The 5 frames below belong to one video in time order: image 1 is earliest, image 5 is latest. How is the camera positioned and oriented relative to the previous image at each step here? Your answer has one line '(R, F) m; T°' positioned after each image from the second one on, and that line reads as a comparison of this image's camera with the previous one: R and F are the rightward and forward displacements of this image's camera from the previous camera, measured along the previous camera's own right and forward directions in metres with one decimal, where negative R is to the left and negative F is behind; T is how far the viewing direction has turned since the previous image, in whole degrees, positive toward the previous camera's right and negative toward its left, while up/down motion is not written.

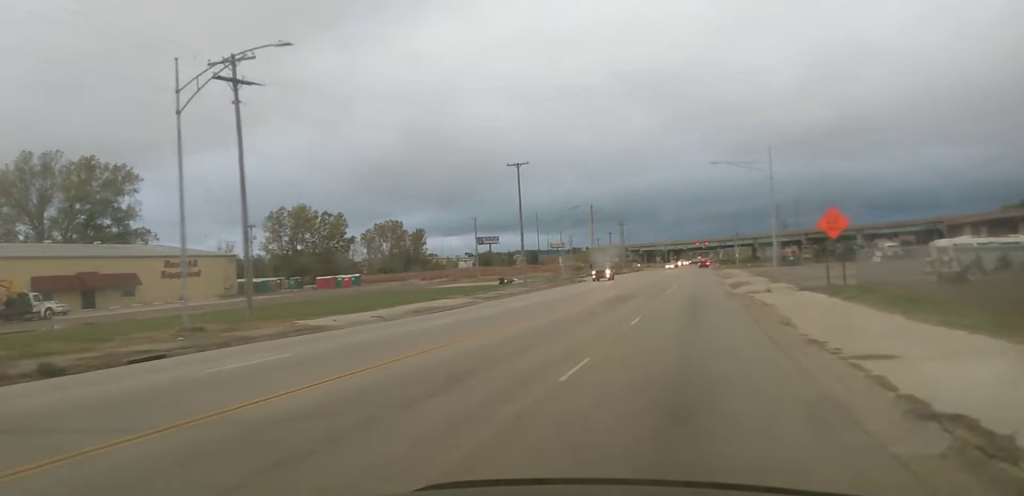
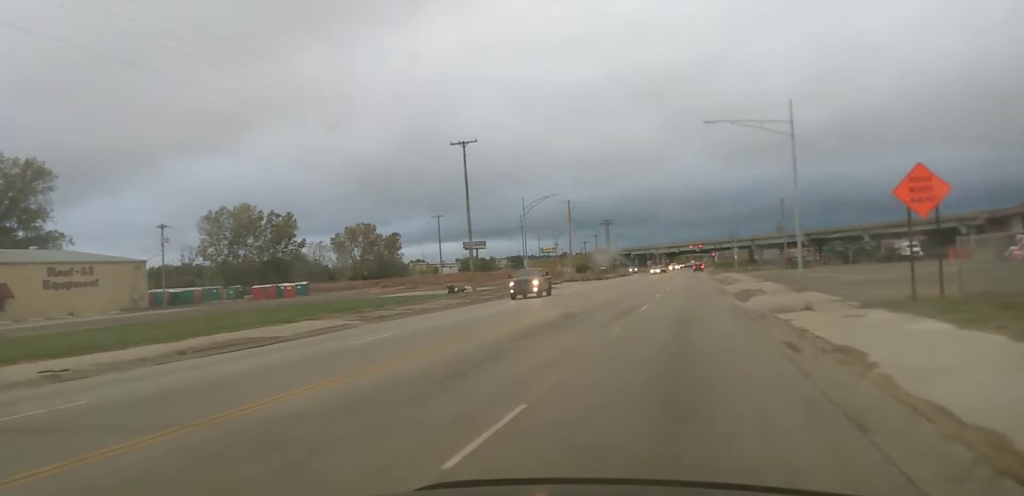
(+0.4, +17.1) m; +1°
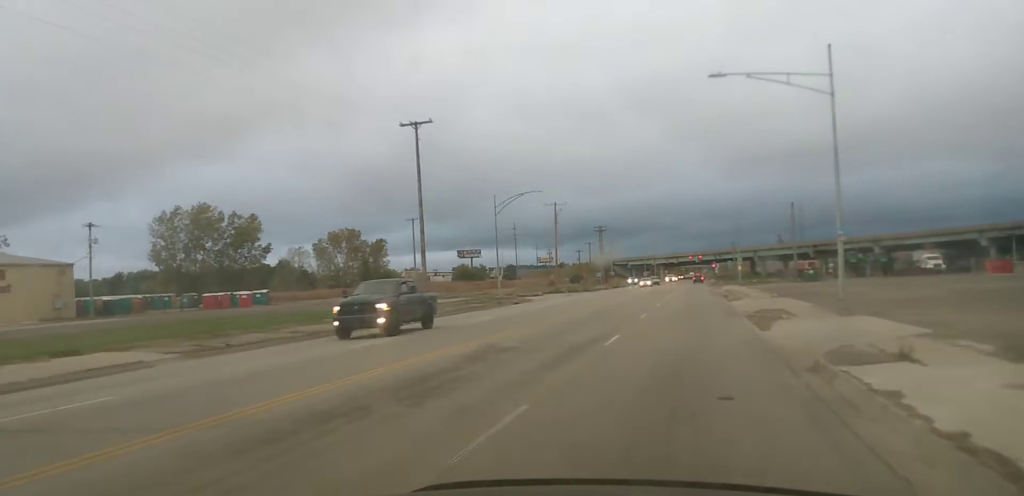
(-0.1, +12.1) m; 0°
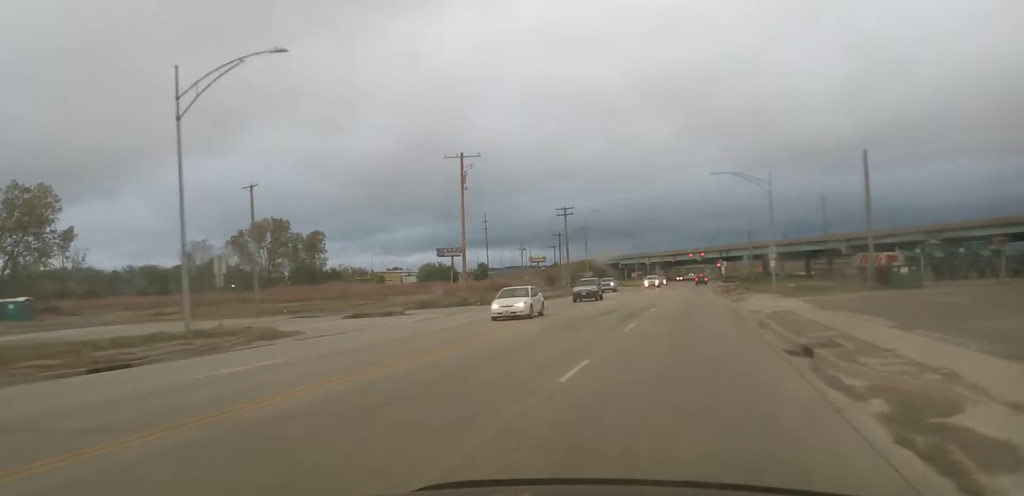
(0.0, +43.3) m; +1°
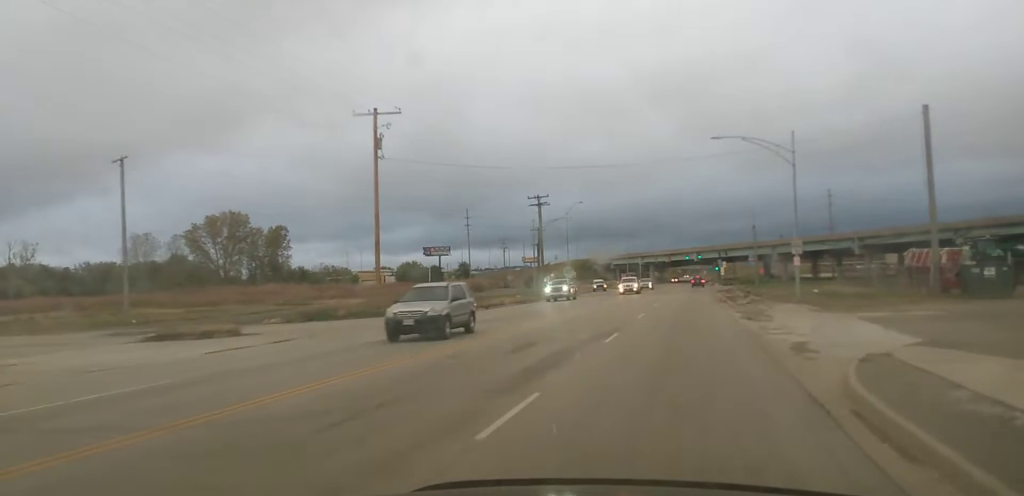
(0.0, +16.8) m; -1°
